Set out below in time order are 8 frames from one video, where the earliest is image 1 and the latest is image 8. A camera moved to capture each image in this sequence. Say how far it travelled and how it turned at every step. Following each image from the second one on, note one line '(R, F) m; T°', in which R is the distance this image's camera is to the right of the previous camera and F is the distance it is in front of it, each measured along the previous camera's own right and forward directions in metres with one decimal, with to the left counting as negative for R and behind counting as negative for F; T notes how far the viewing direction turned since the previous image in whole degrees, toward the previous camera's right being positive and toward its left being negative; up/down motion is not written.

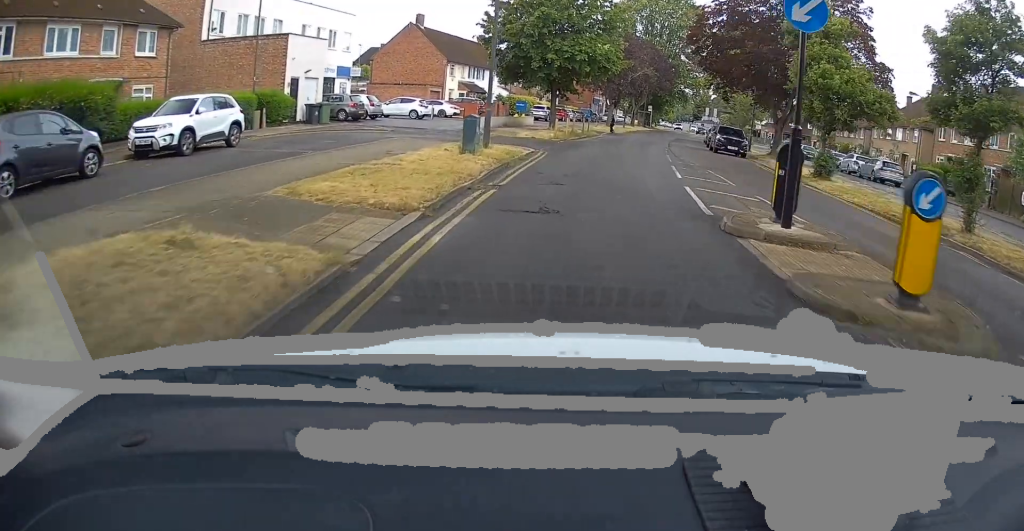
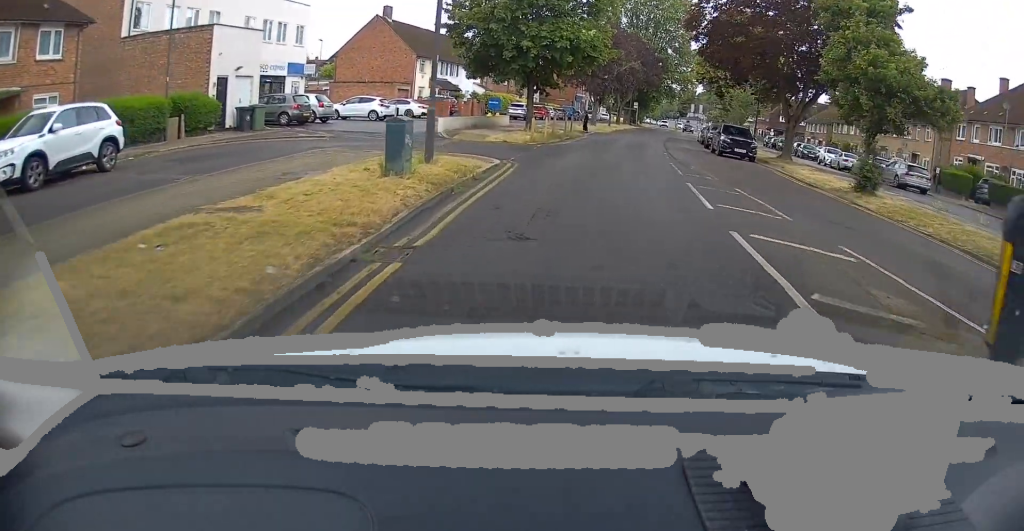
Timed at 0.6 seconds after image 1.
(0.0, +5.2) m; +1°
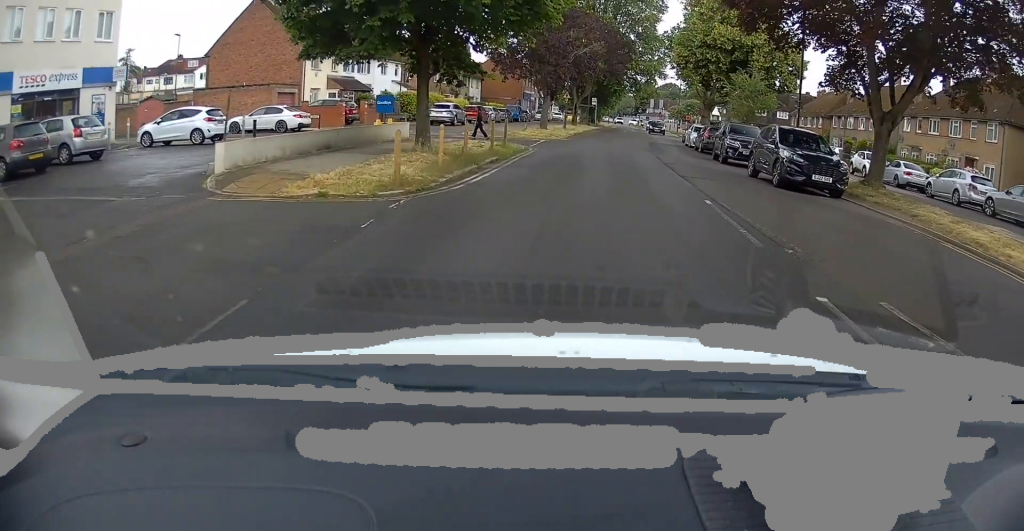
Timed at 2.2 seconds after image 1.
(+0.4, +15.1) m; +6°
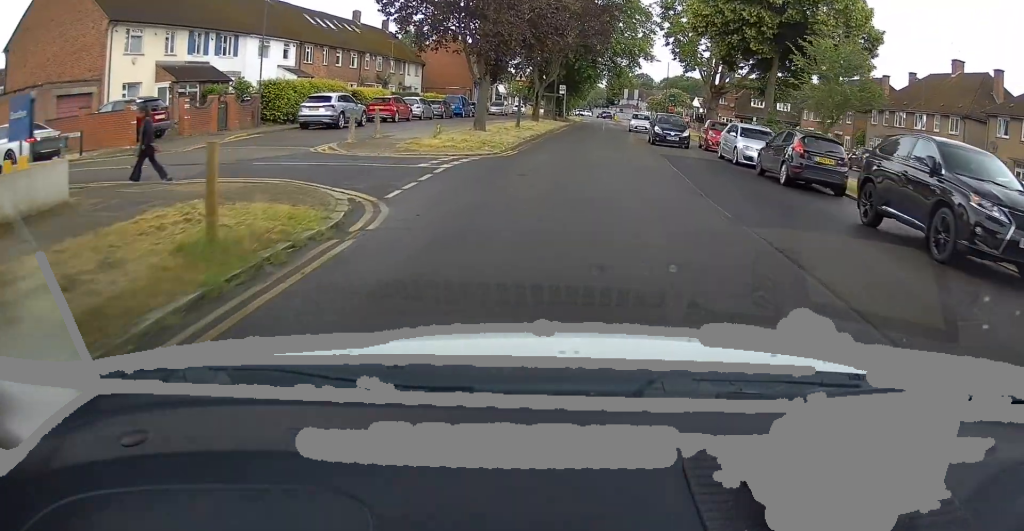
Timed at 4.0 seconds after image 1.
(+0.5, +17.1) m; +2°
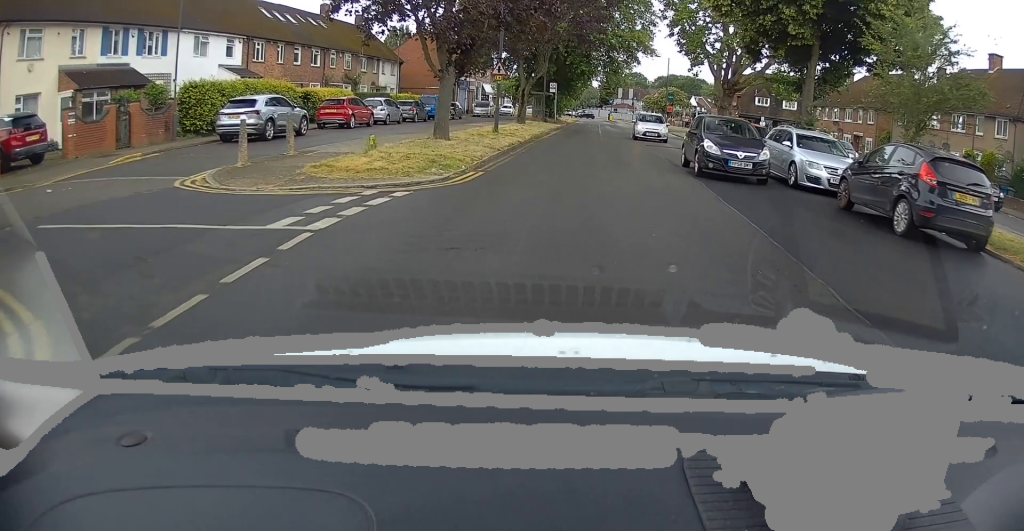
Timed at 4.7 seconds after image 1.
(+0.3, +6.6) m; +2°
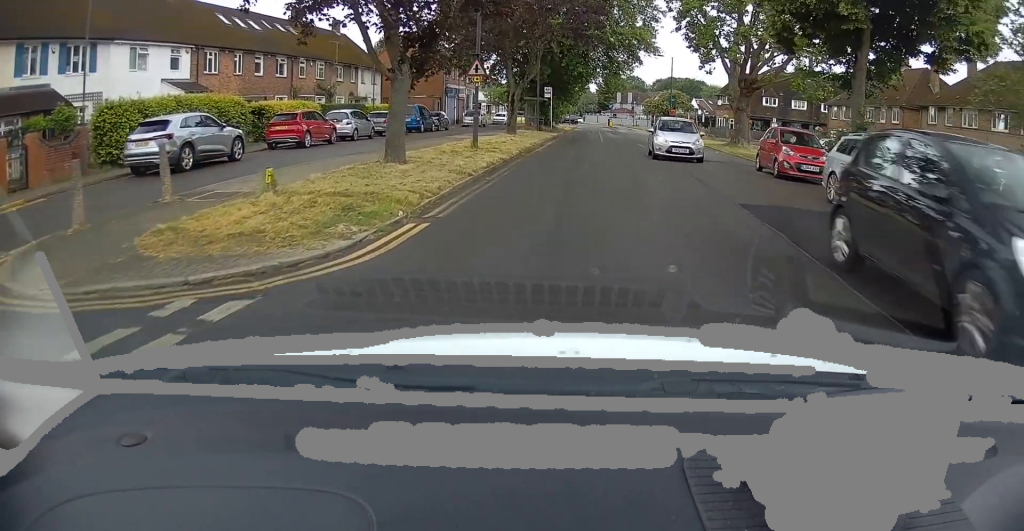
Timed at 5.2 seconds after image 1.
(+0.1, +5.1) m; +1°
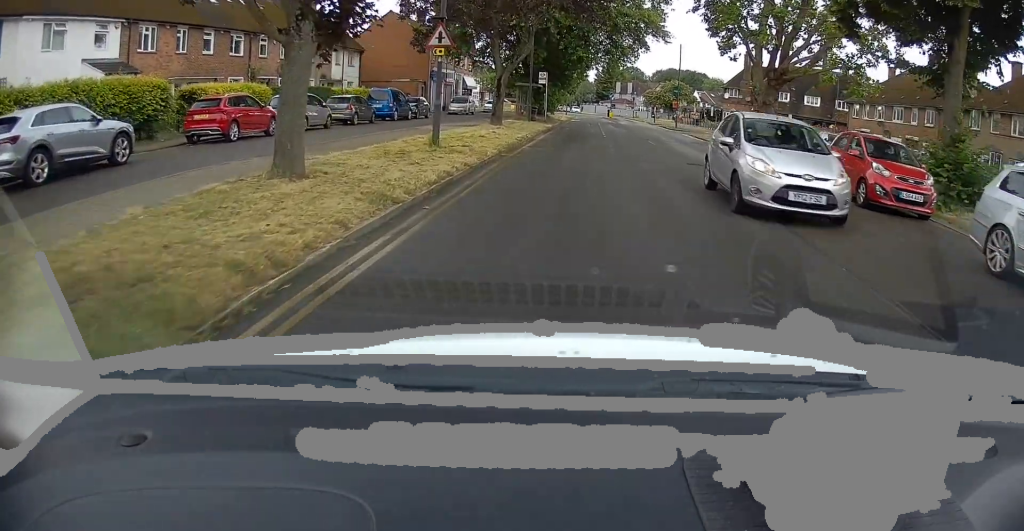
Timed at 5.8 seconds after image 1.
(0.0, +6.0) m; 0°
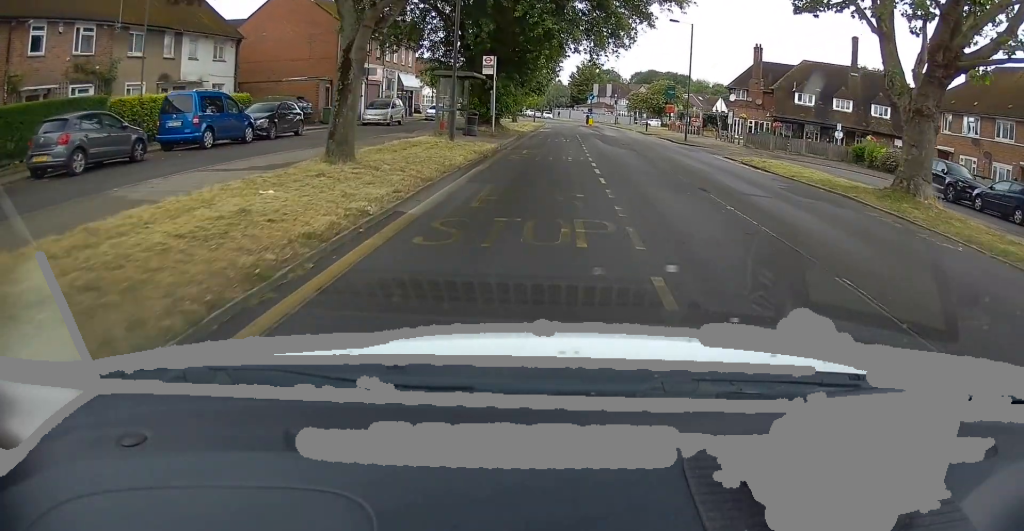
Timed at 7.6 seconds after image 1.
(+0.1, +17.1) m; 0°
